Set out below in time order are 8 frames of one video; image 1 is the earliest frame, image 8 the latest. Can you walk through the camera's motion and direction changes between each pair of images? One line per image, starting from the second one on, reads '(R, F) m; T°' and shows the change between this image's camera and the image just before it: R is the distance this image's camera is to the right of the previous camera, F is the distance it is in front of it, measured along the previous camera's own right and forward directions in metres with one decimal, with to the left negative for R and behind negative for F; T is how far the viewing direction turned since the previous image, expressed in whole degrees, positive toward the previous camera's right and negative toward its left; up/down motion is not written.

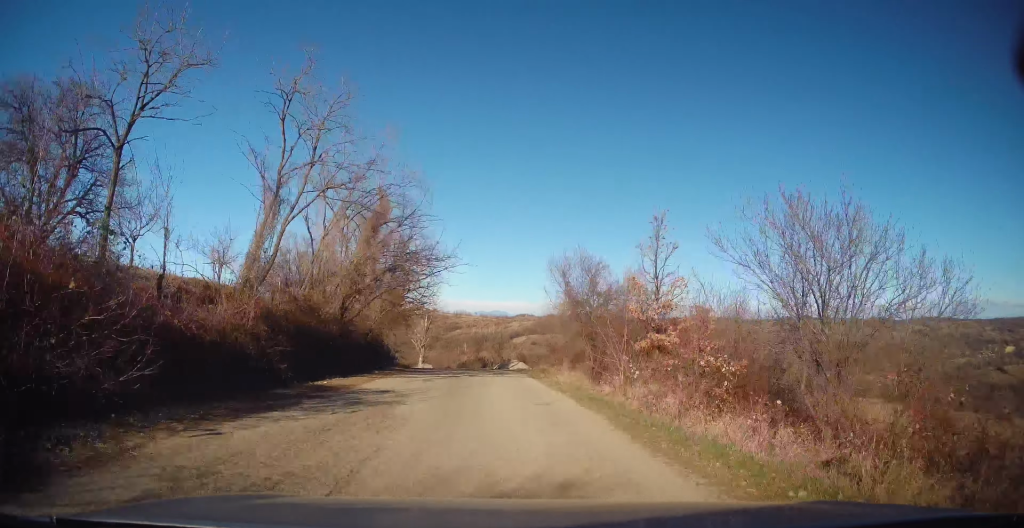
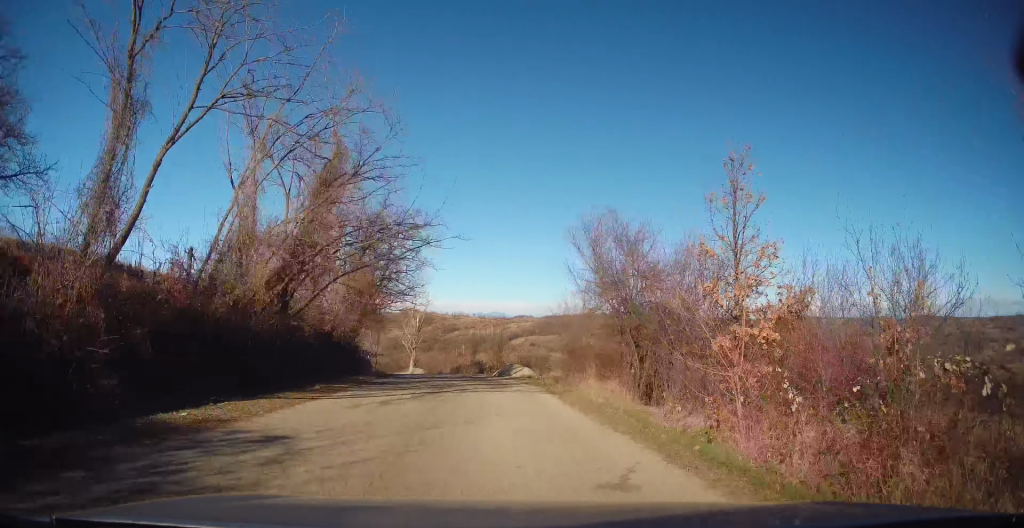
(0.0, +6.6) m; 0°
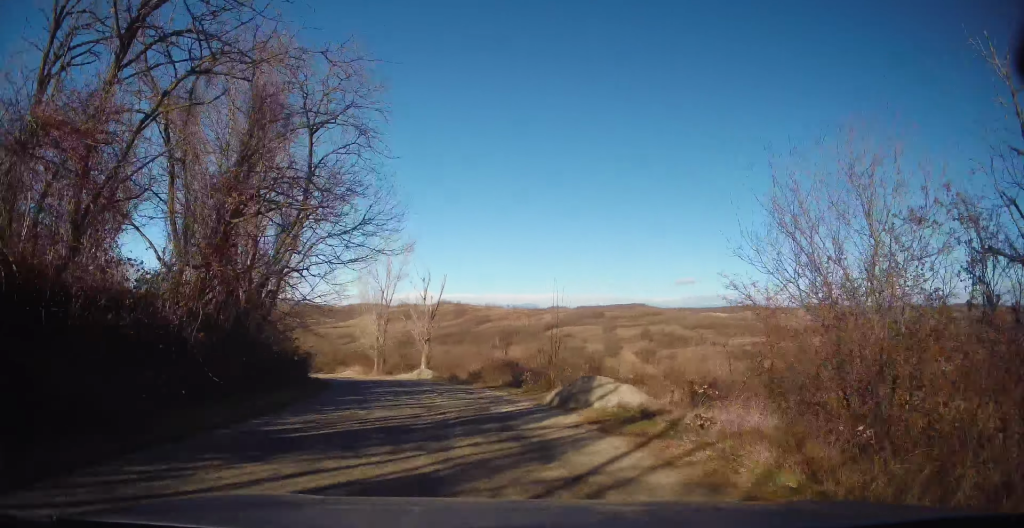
(0.0, +16.9) m; -3°
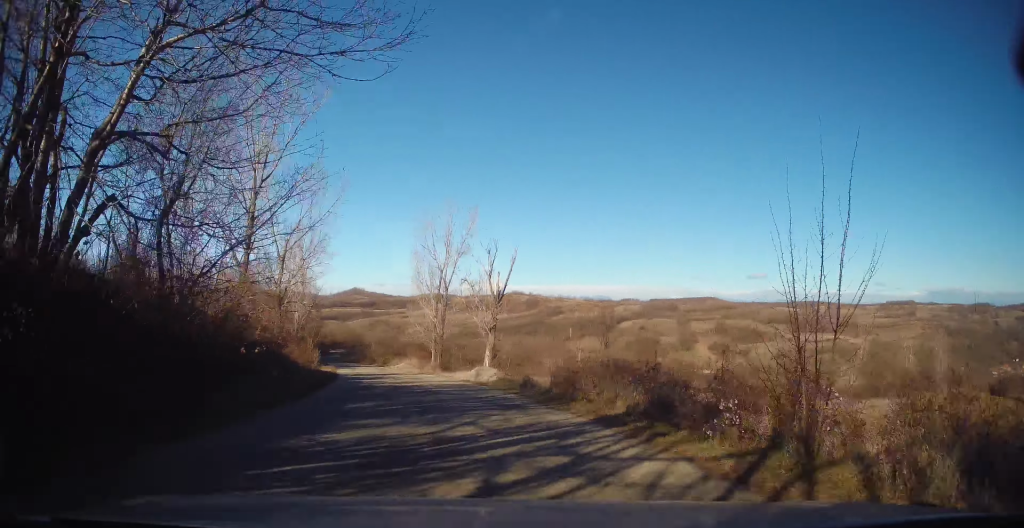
(-0.3, +11.8) m; -5°
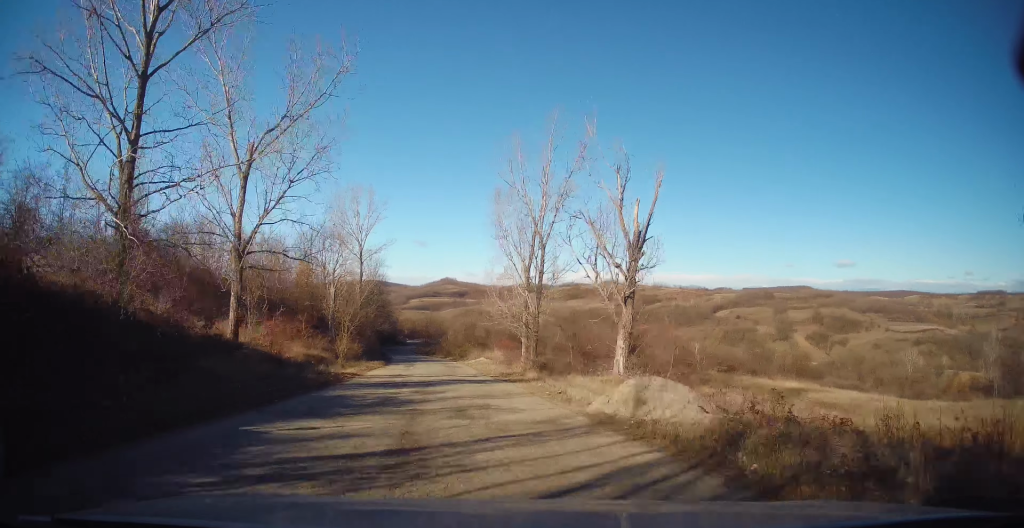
(-1.5, +18.0) m; -8°
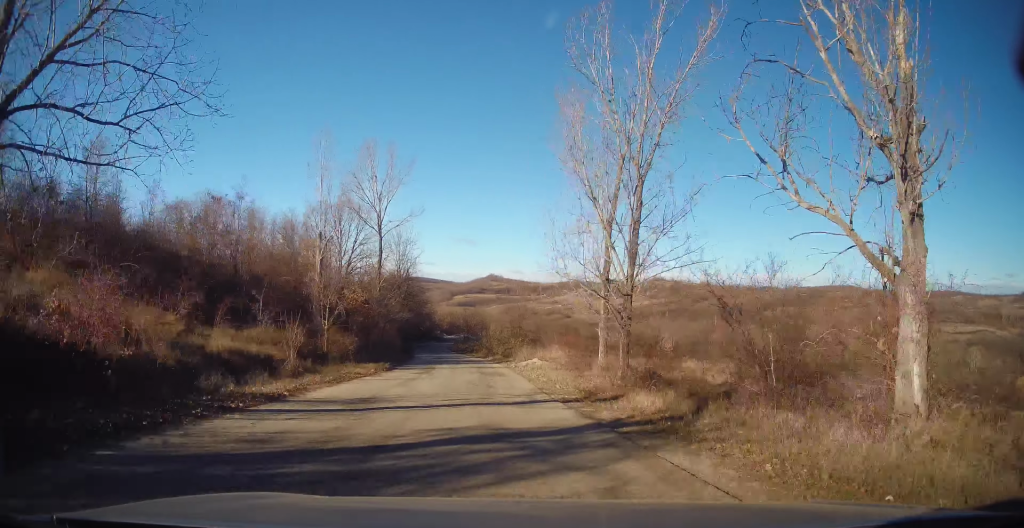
(-0.6, +14.0) m; -6°
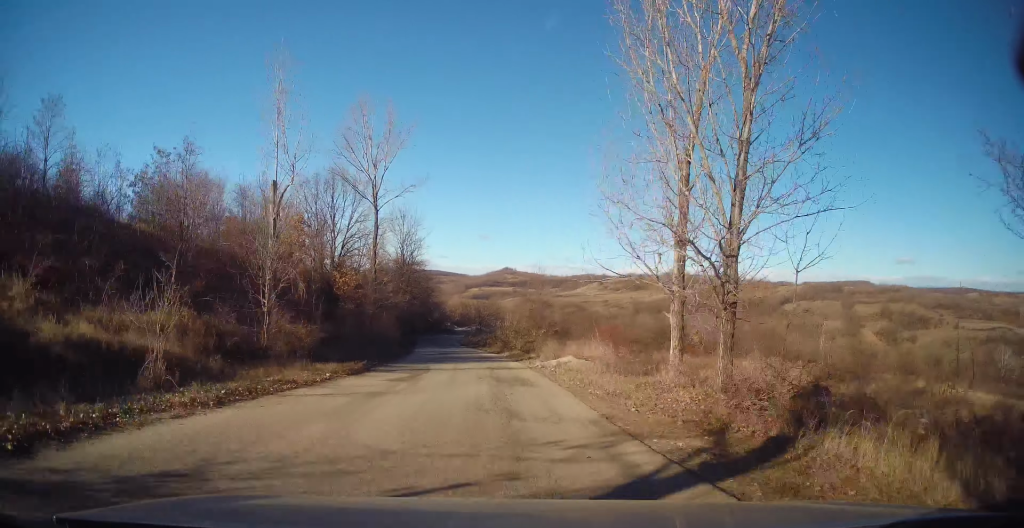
(-0.3, +8.6) m; -4°
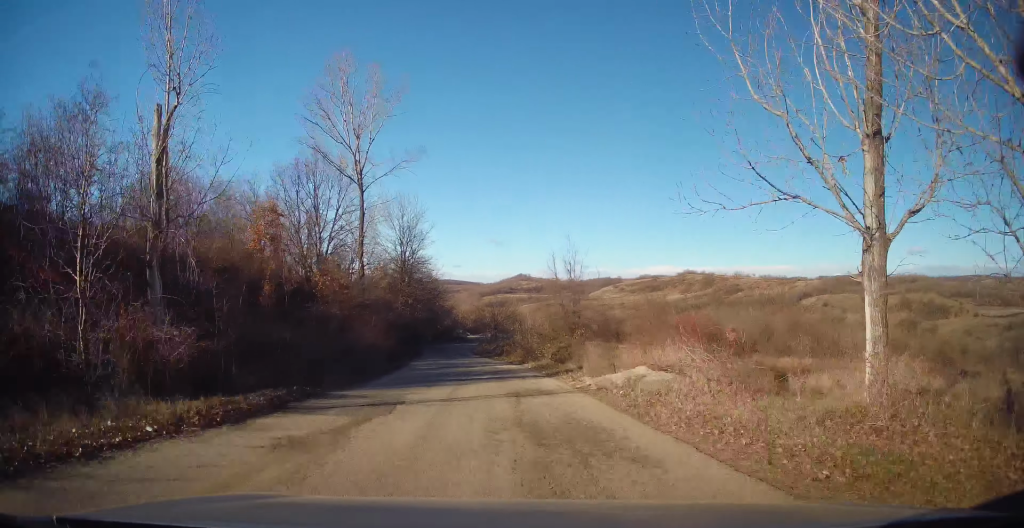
(-0.3, +9.2) m; -2°
